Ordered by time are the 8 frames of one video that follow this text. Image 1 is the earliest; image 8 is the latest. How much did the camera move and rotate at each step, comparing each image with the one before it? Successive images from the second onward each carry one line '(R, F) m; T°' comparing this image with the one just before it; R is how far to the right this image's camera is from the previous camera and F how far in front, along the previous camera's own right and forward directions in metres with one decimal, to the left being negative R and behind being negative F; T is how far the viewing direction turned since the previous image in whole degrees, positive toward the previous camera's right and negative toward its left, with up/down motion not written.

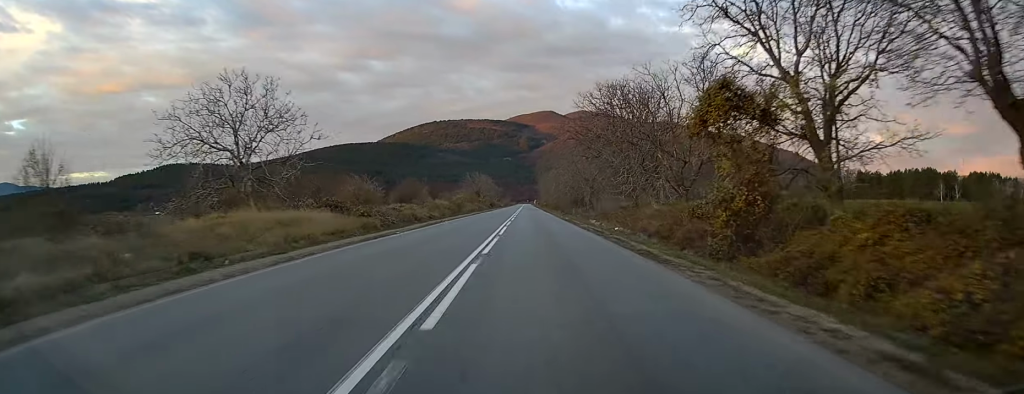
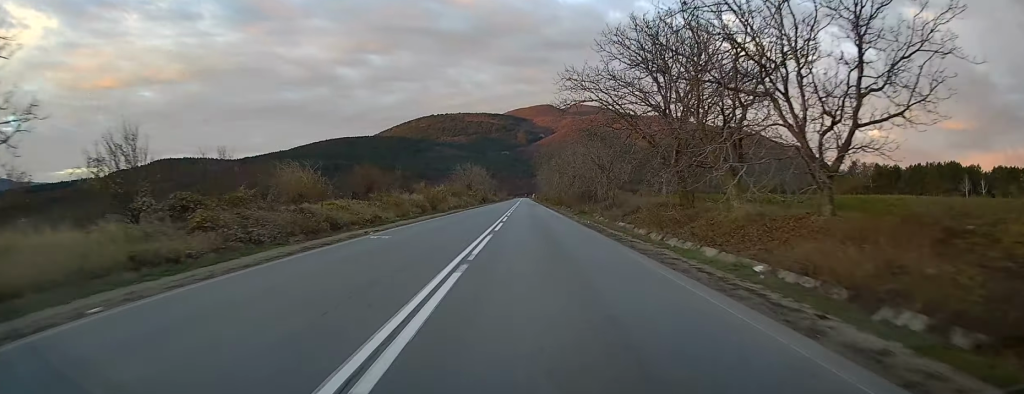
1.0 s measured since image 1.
(+0.5, +20.2) m; +1°
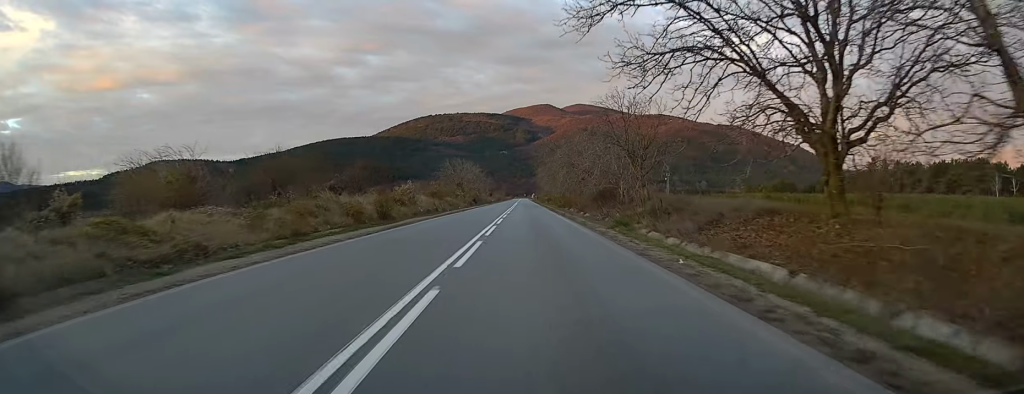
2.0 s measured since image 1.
(0.0, +20.8) m; -1°
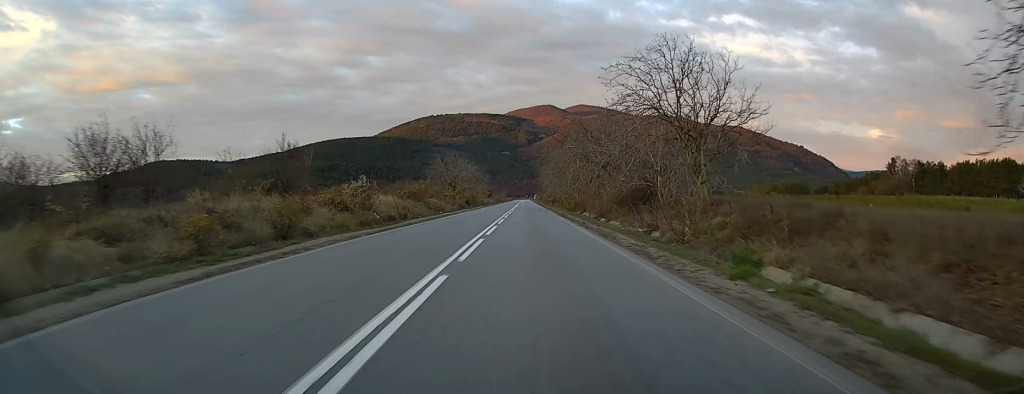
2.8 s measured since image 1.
(-0.3, +16.7) m; 0°
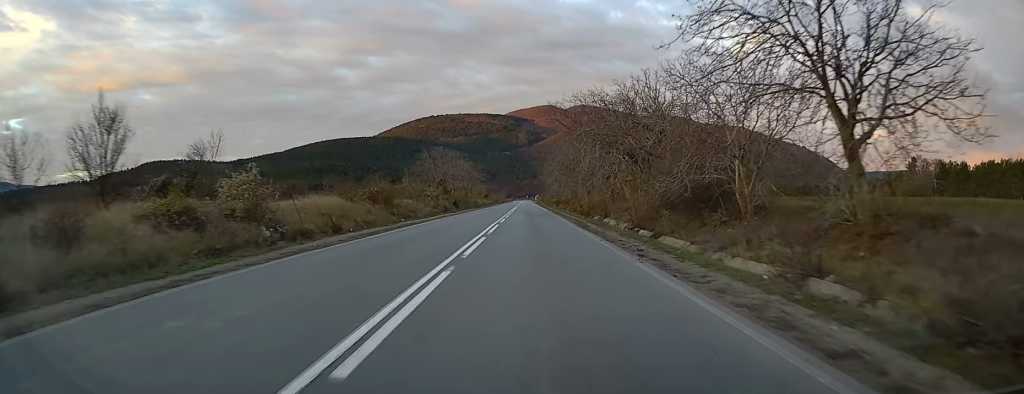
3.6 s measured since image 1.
(+0.1, +16.7) m; 0°
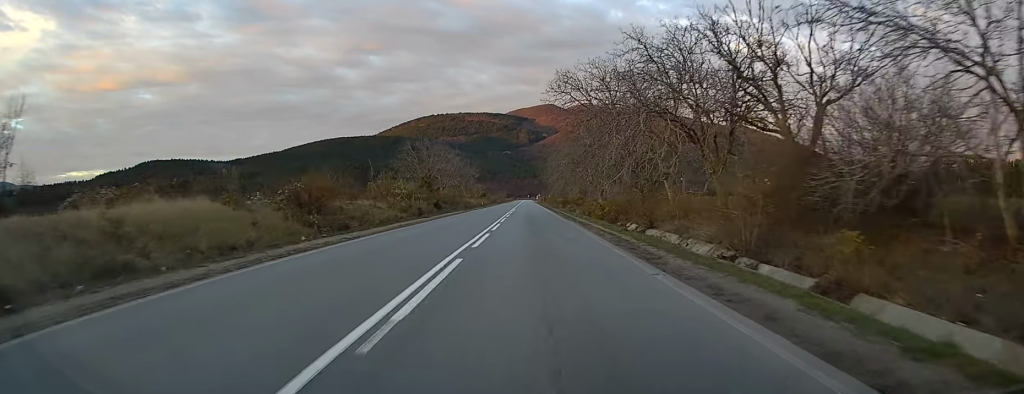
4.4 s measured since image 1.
(0.0, +16.8) m; 0°
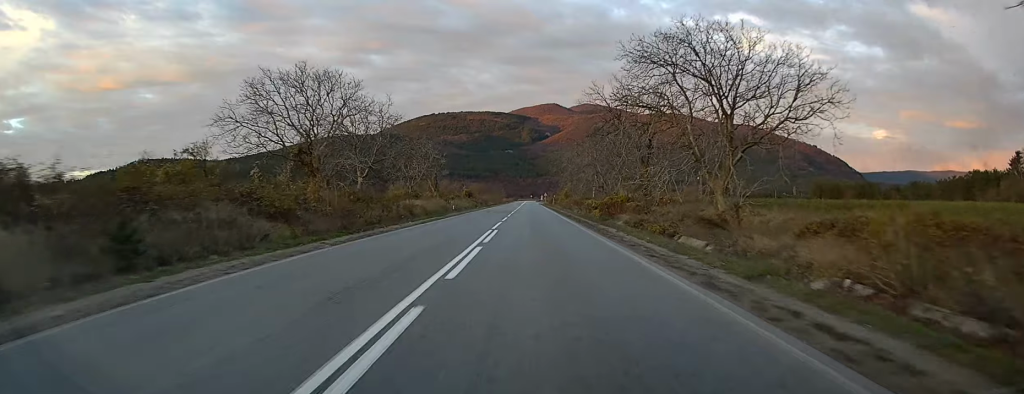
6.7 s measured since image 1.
(0.0, +50.6) m; 0°
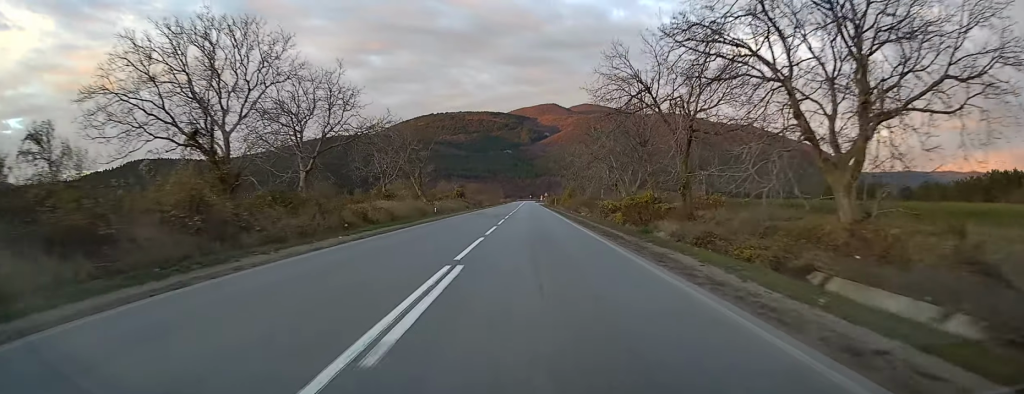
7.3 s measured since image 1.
(0.0, +13.0) m; 0°
